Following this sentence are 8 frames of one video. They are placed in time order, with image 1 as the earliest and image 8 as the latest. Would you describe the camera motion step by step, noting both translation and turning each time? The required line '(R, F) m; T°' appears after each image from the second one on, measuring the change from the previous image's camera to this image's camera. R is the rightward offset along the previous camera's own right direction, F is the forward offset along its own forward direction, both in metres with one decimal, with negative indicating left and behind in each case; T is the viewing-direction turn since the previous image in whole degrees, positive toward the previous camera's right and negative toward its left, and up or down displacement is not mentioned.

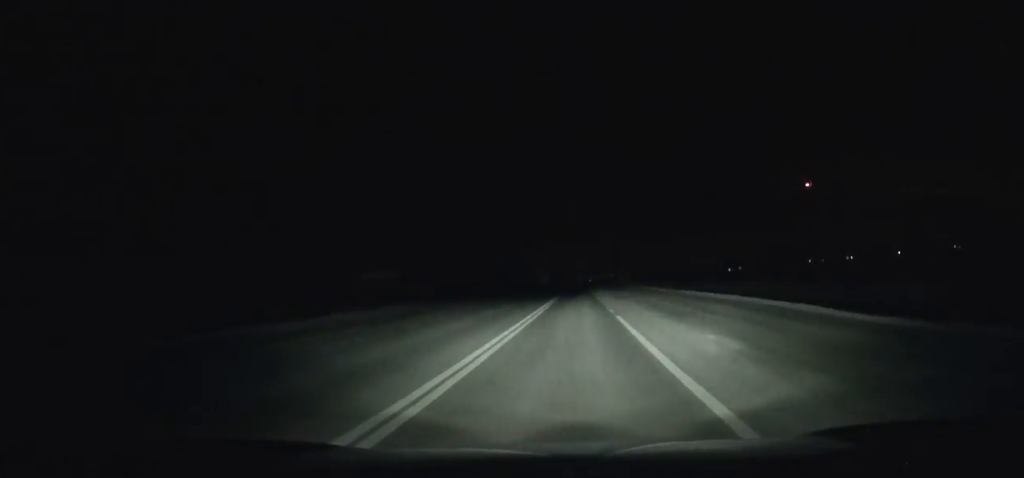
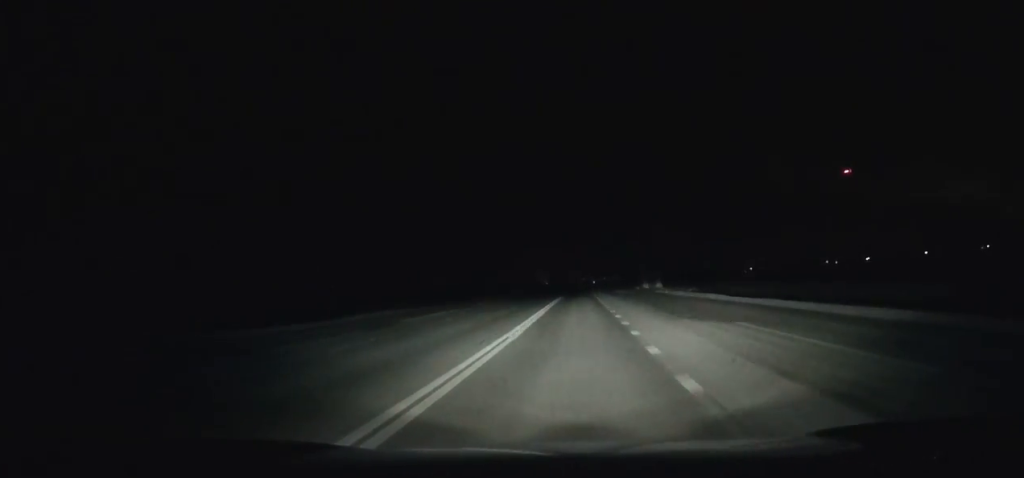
(-0.2, +43.1) m; 0°
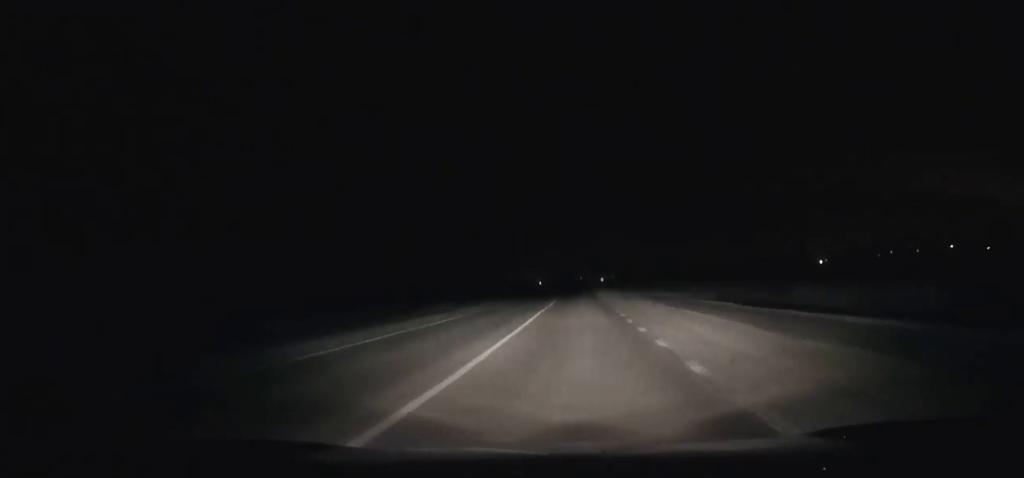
(+0.5, +144.2) m; 0°
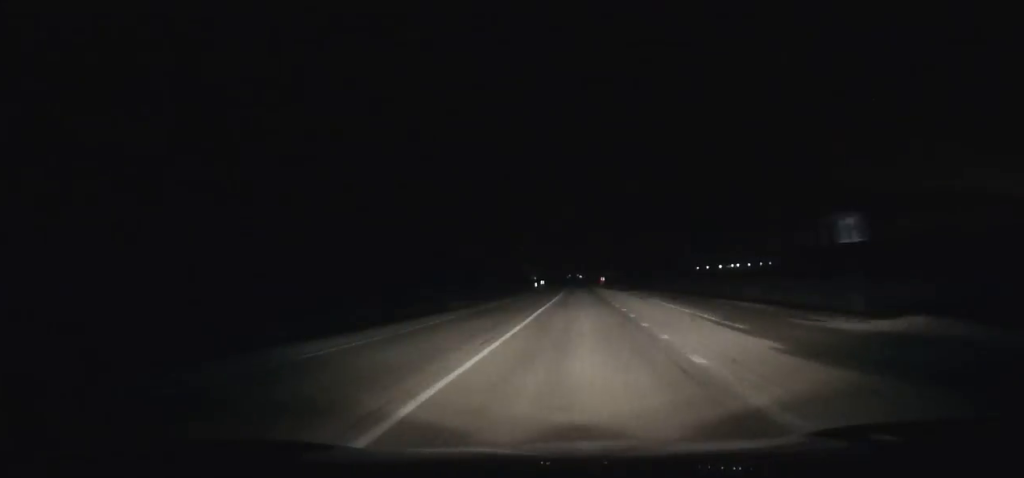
(-1.3, +159.4) m; -1°
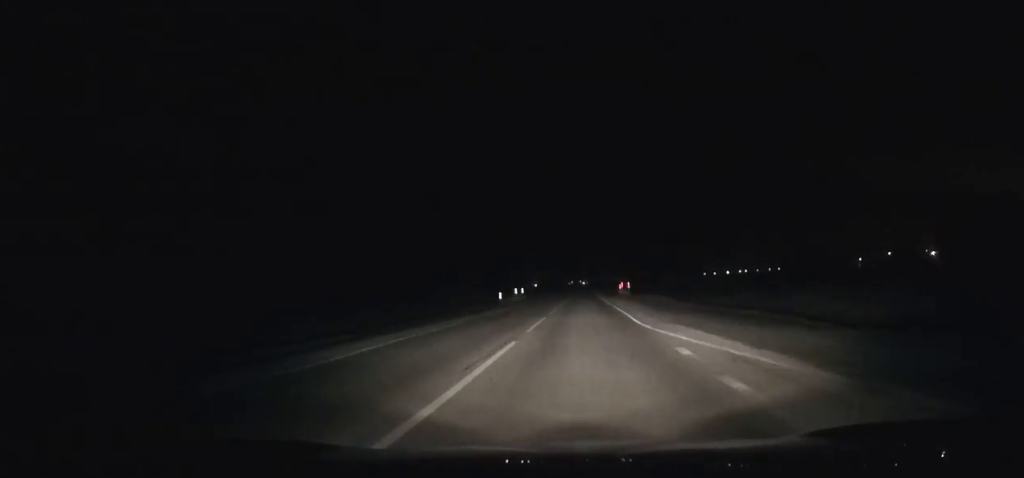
(0.0, +58.0) m; 0°
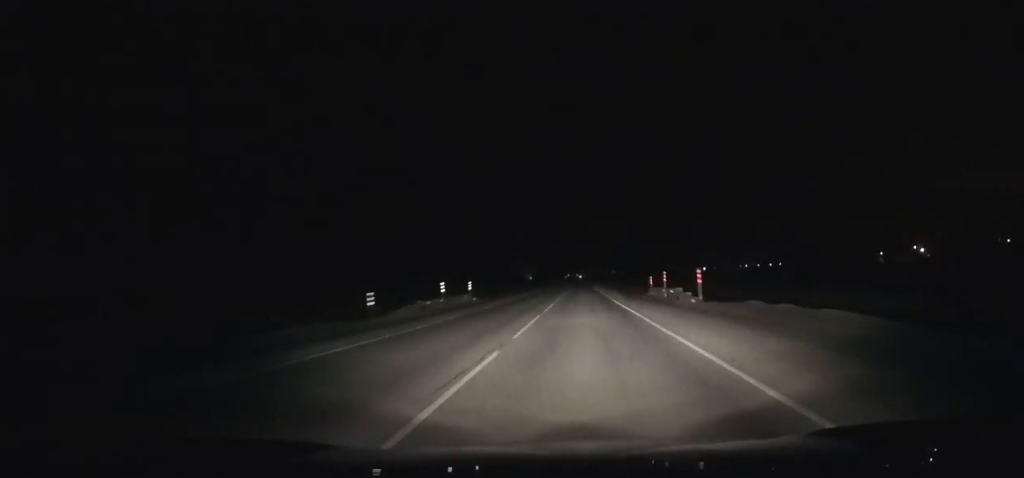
(0.0, +40.0) m; 0°
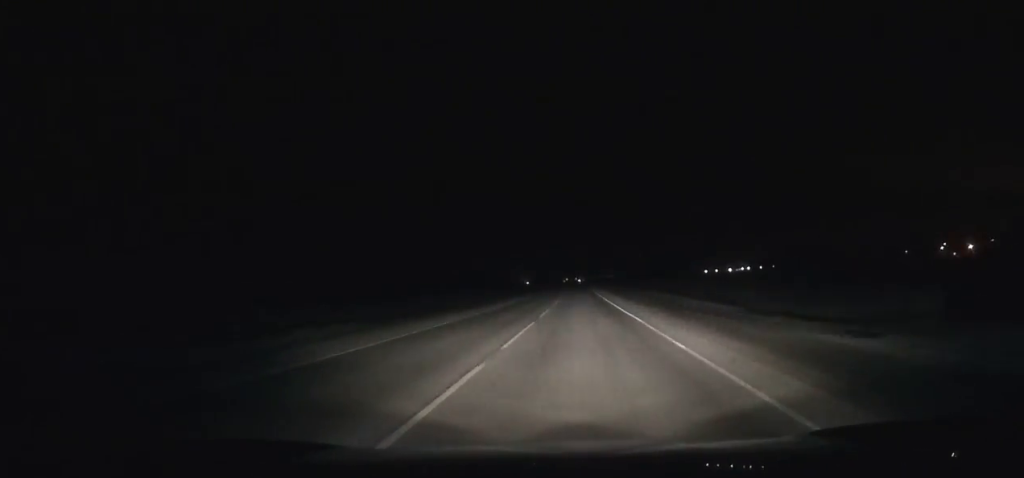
(+0.1, +37.8) m; 0°
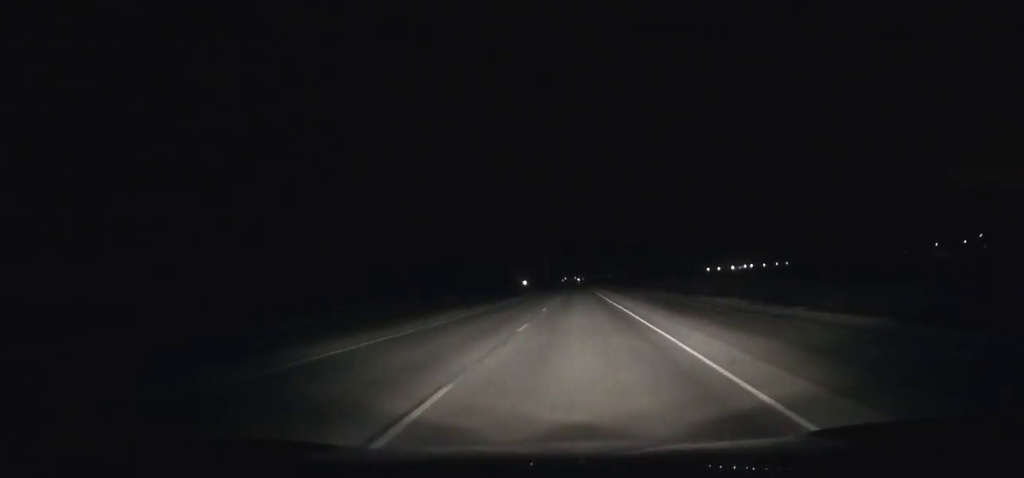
(0.0, +38.1) m; 0°
